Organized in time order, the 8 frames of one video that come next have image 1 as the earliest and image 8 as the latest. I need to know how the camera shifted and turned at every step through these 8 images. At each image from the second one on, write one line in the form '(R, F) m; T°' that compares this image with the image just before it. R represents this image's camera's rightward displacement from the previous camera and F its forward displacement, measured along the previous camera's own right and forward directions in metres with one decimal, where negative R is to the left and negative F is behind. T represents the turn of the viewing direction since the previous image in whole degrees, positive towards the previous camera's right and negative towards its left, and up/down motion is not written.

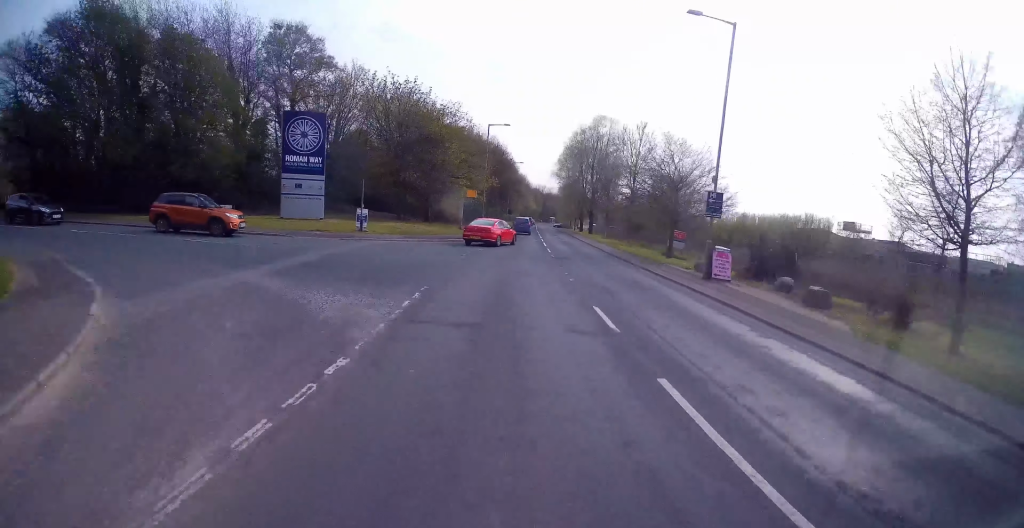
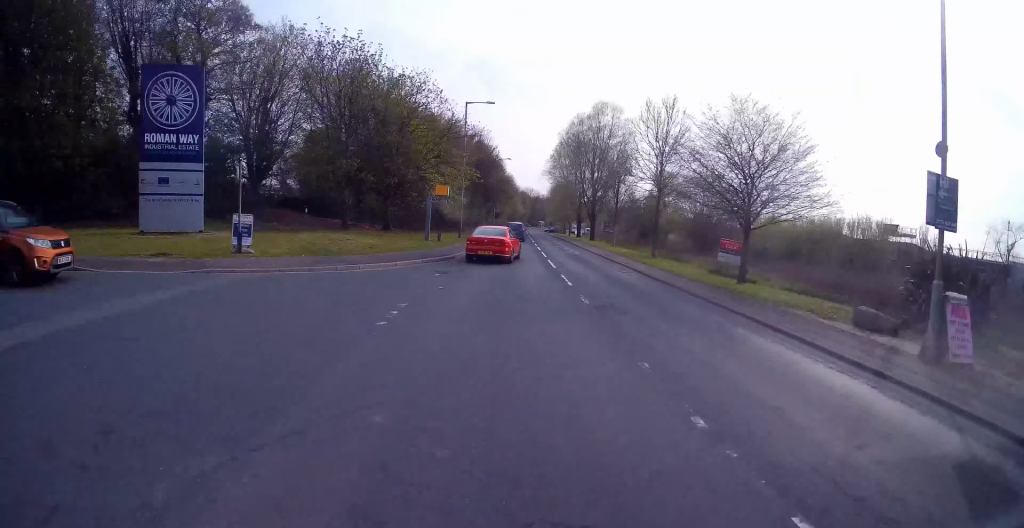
(+0.6, +12.1) m; +2°
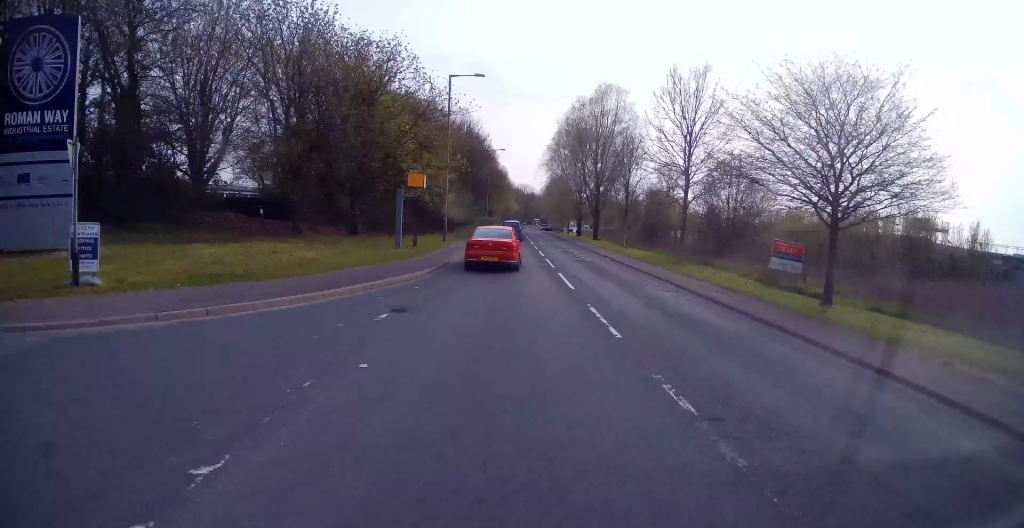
(+0.1, +6.3) m; 0°
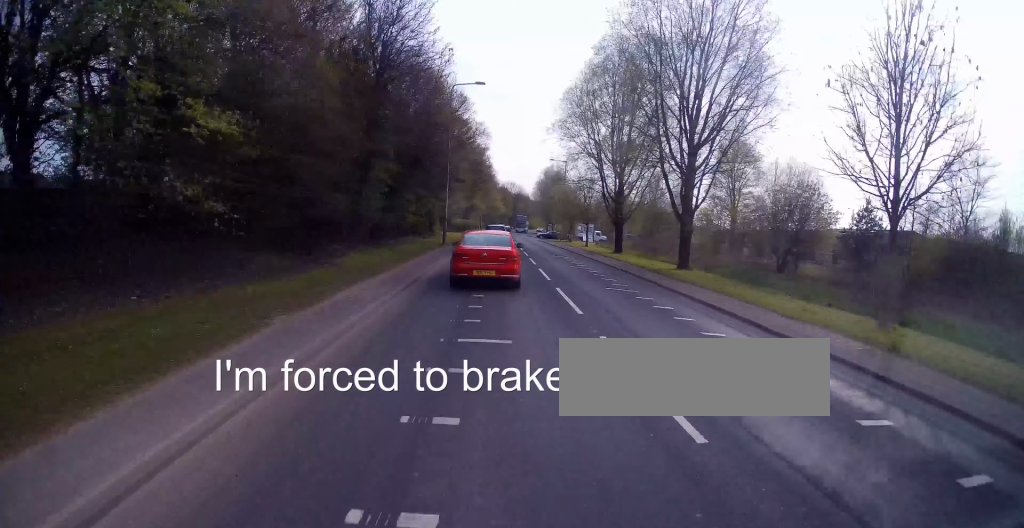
(+0.1, +34.6) m; 0°
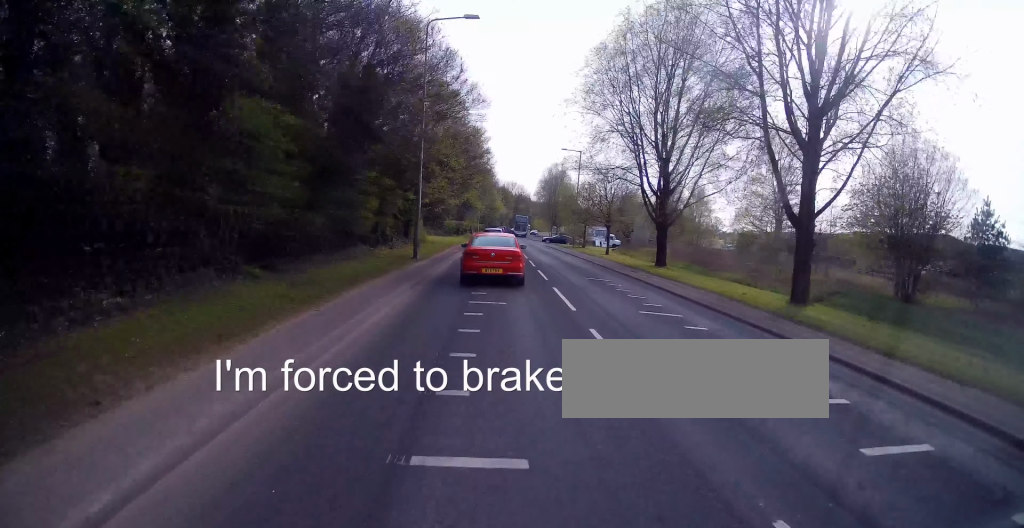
(-0.3, +11.5) m; -1°
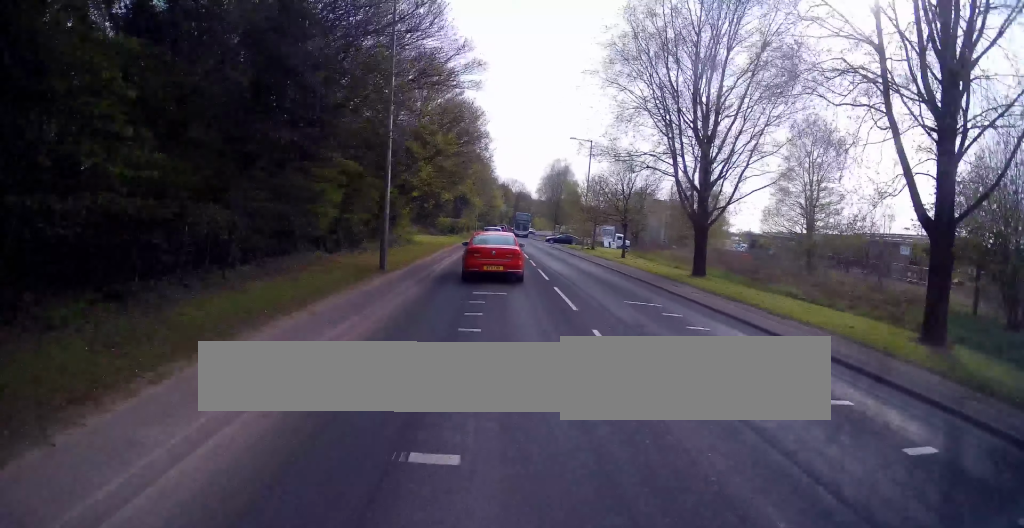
(0.0, +6.0) m; +1°
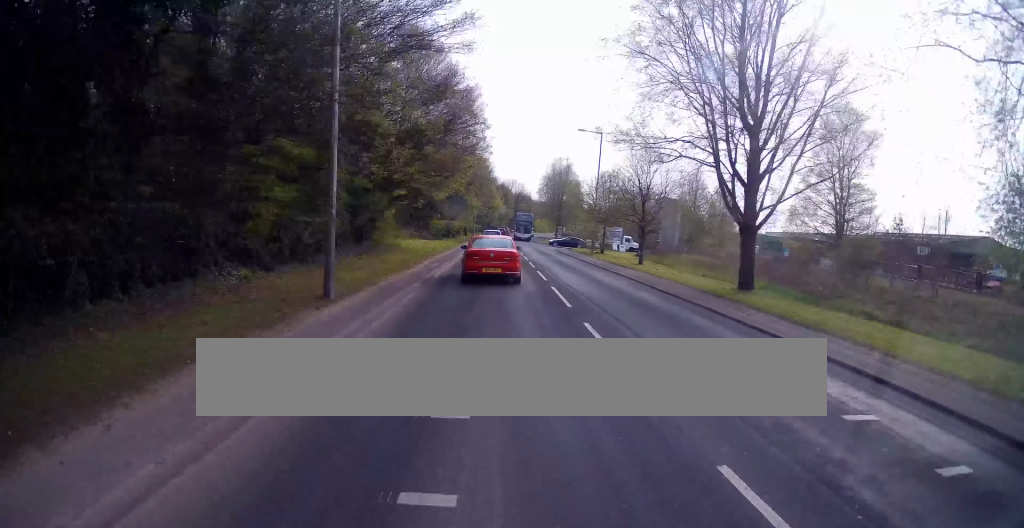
(-0.1, +5.3) m; +1°
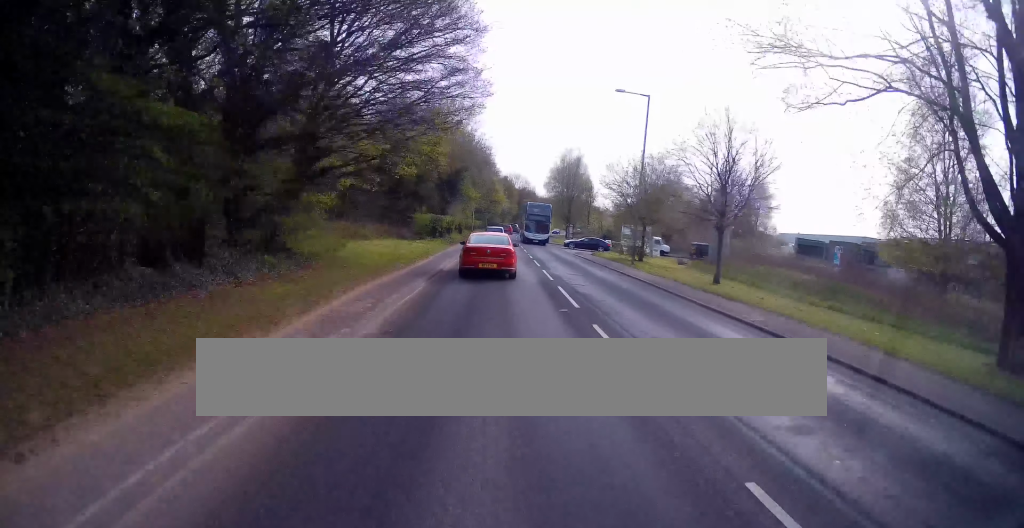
(+0.3, +11.8) m; +1°
